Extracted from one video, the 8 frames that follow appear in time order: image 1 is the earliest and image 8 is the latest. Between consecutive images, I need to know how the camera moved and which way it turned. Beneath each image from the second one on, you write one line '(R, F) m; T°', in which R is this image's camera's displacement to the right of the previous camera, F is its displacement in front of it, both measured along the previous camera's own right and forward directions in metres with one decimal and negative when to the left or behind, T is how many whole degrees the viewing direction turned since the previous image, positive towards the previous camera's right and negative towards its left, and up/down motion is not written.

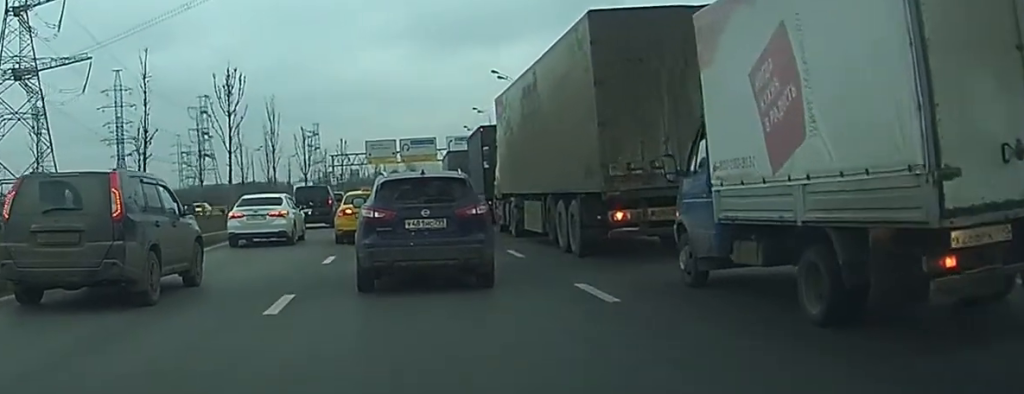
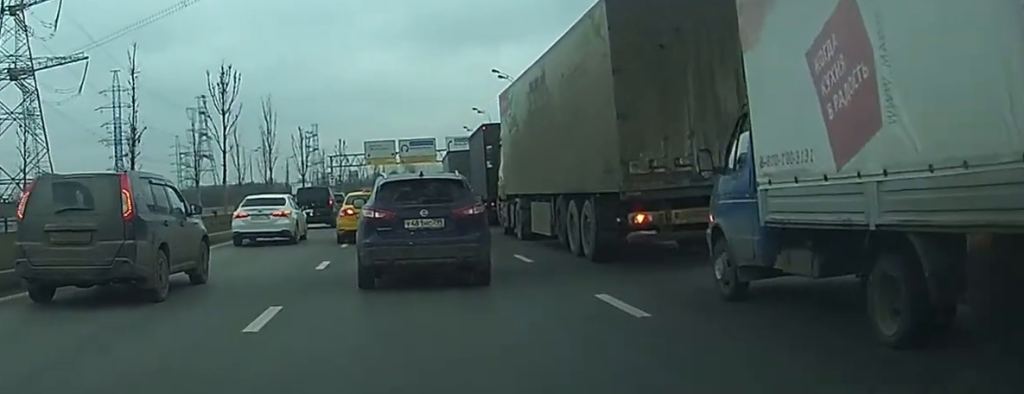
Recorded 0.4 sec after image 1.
(0.0, +1.5) m; 0°
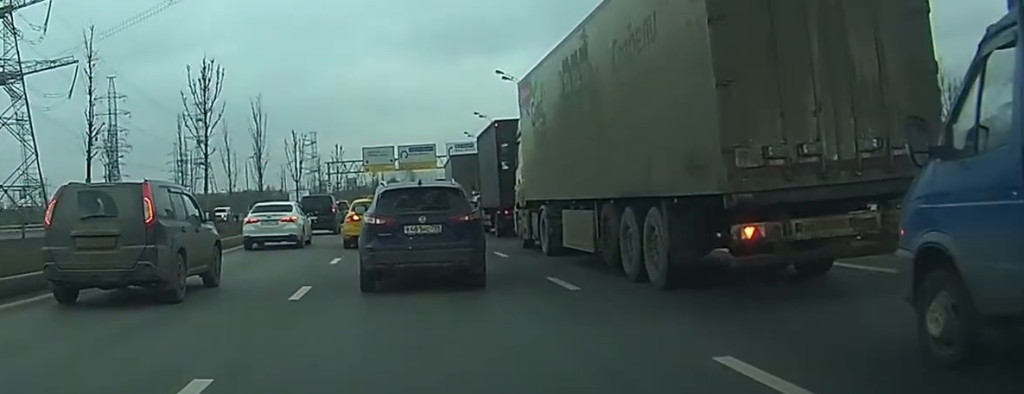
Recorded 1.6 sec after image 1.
(+0.1, +4.1) m; +2°
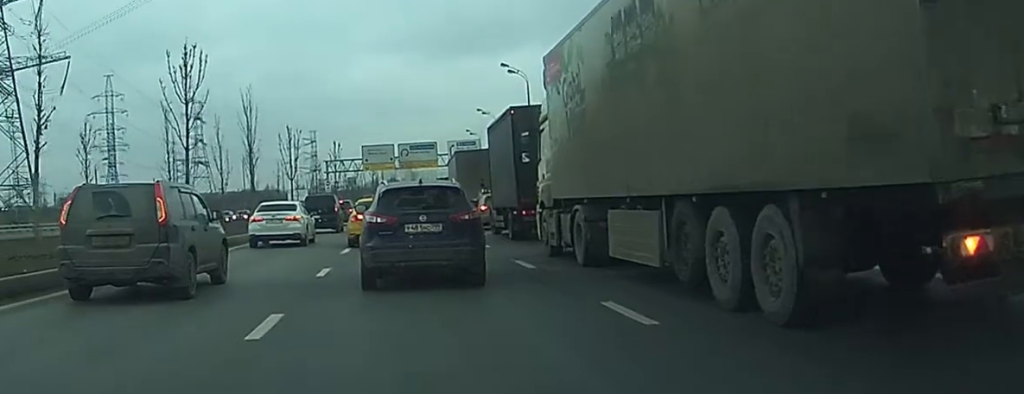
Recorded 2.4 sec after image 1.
(+0.1, +3.2) m; -1°
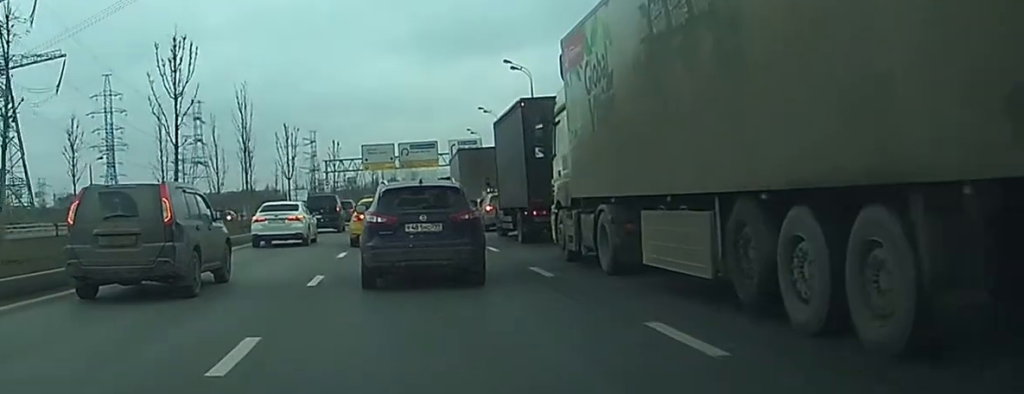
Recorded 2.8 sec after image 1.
(-0.1, +1.6) m; -1°
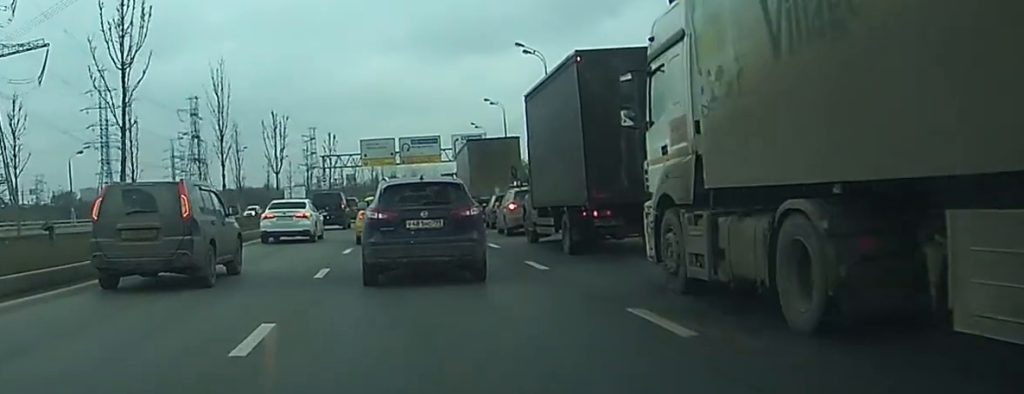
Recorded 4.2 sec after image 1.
(-0.1, +5.9) m; 0°
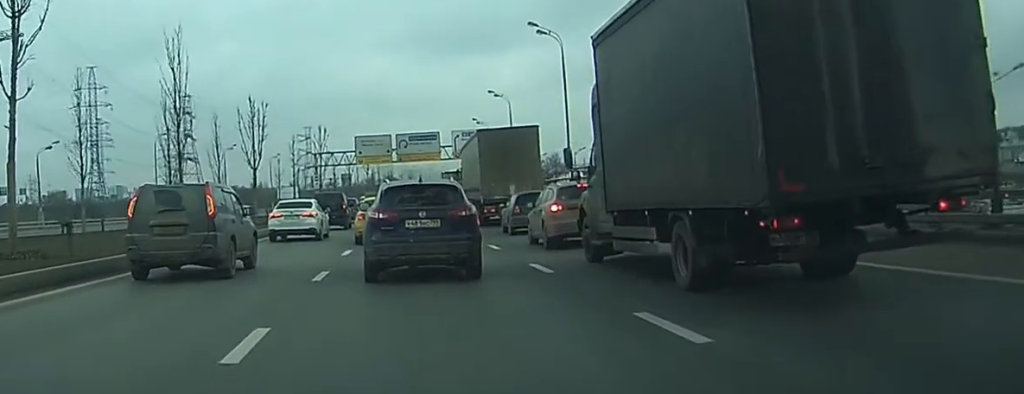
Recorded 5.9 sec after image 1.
(0.0, +7.4) m; -1°
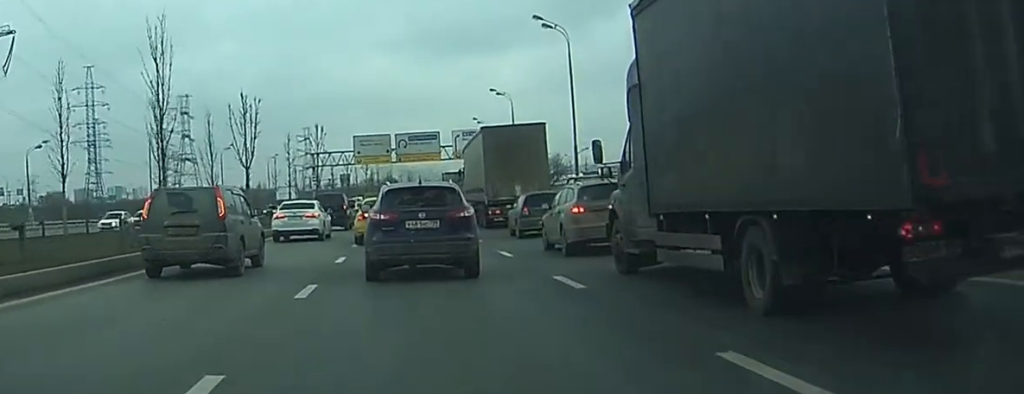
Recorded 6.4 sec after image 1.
(0.0, +2.6) m; 0°
